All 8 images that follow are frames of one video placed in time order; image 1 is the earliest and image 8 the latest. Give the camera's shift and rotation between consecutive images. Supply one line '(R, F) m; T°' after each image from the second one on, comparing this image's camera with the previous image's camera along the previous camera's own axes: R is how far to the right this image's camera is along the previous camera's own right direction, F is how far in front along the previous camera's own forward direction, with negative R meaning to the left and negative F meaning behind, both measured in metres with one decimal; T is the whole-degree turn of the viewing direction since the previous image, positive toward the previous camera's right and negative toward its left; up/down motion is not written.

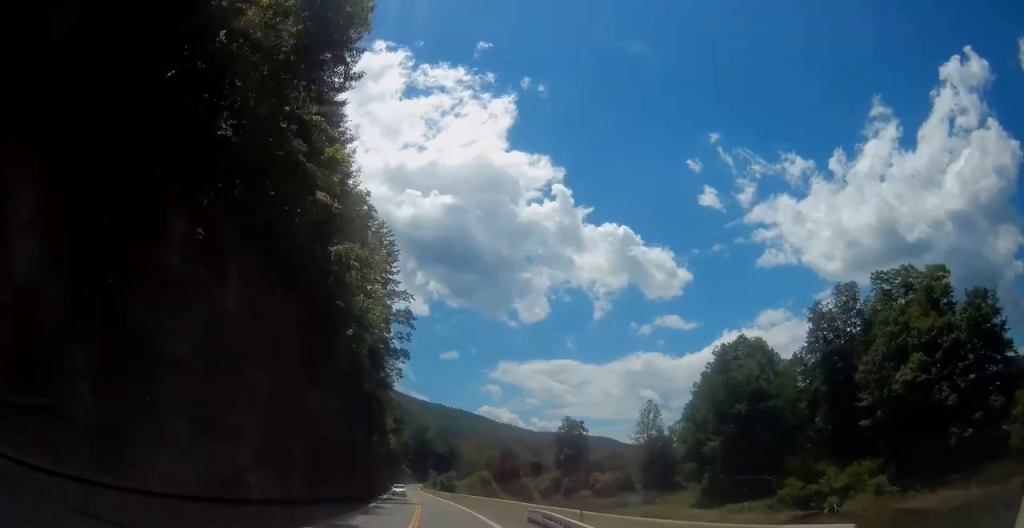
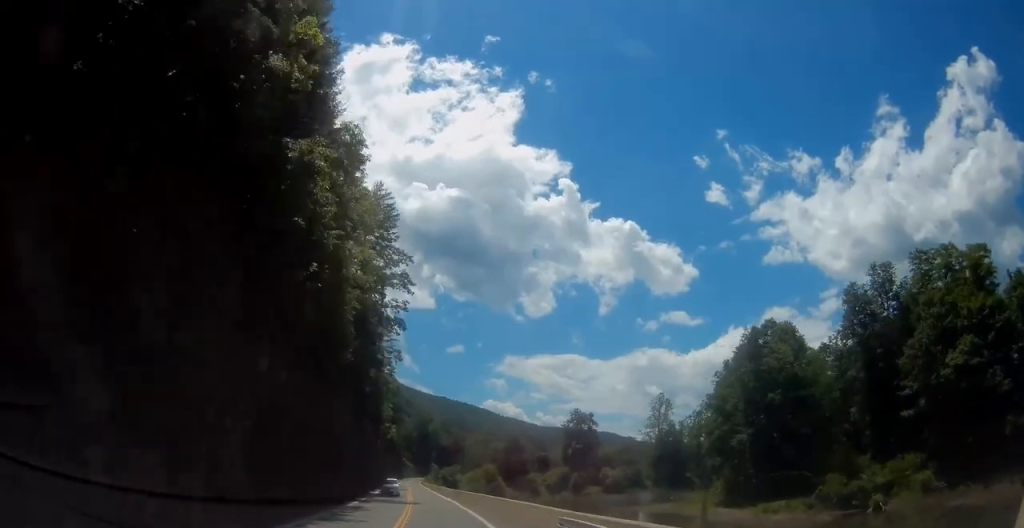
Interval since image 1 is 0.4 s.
(+0.1, +8.4) m; -1°
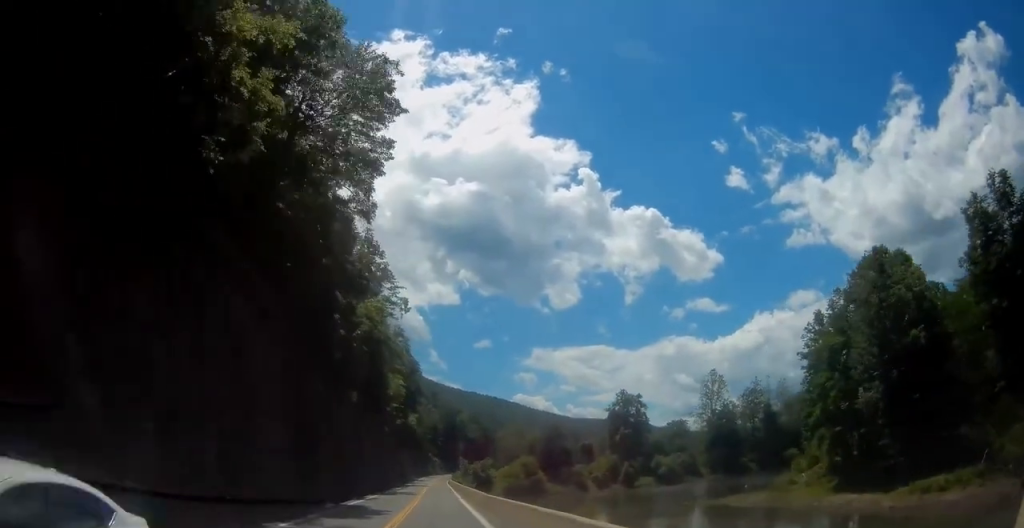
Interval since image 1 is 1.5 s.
(-0.7, +23.3) m; -3°
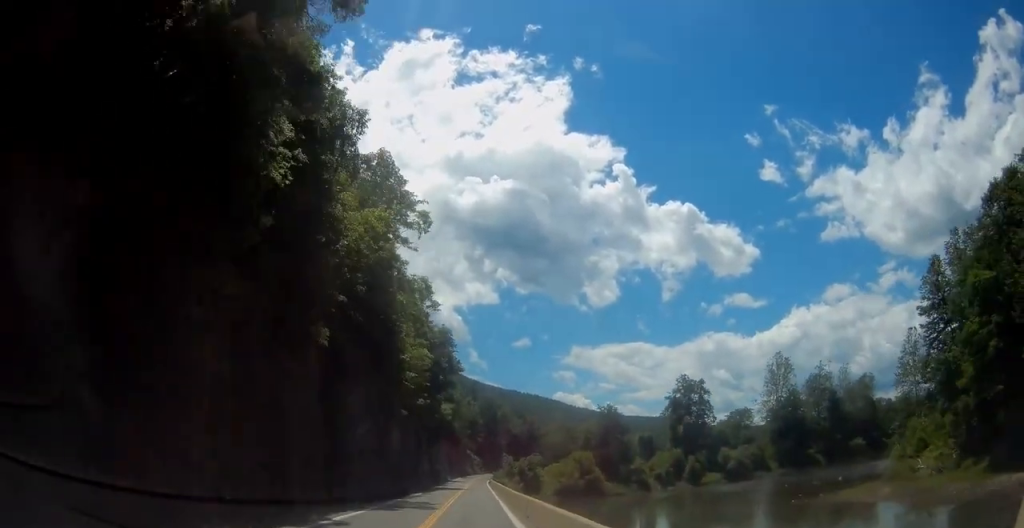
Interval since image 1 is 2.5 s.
(-0.3, +20.4) m; -2°
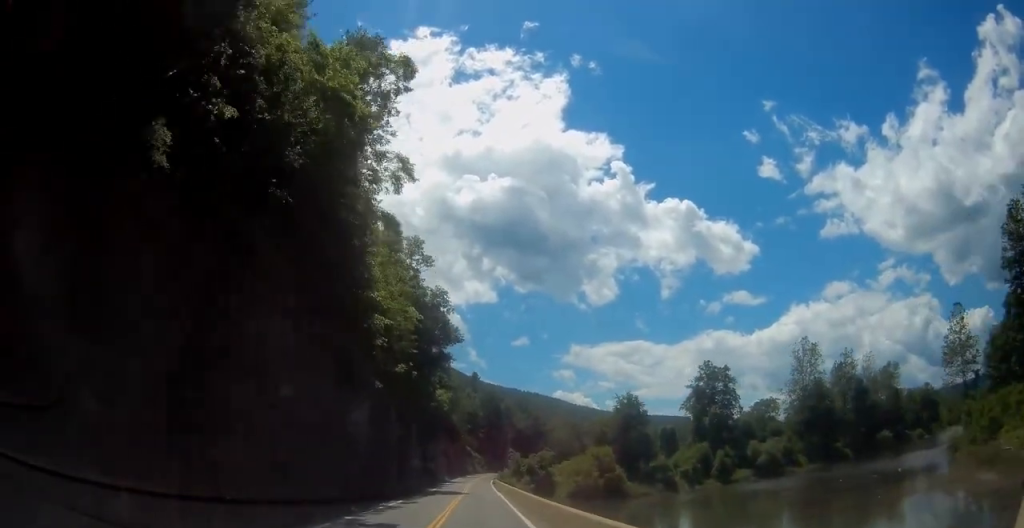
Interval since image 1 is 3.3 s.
(-0.3, +16.3) m; 0°
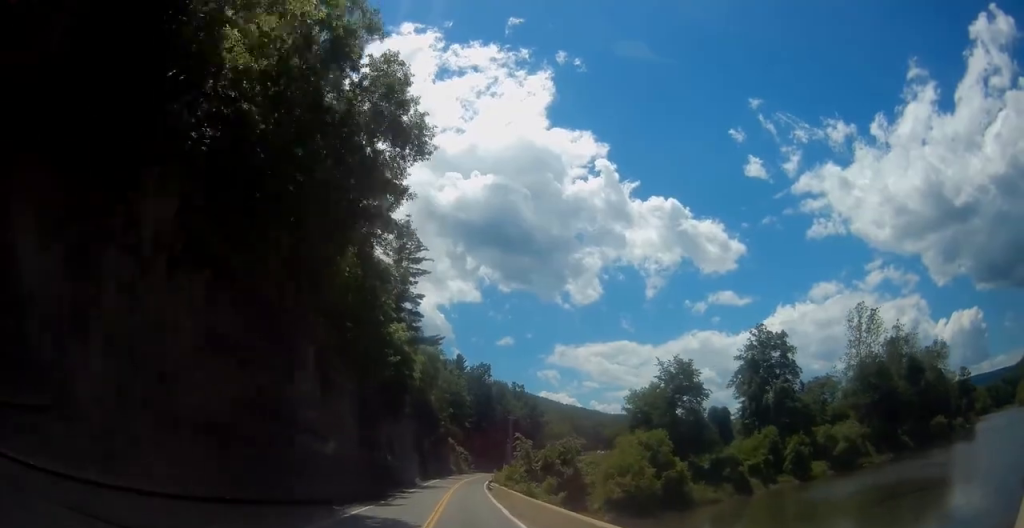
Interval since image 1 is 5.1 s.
(+0.1, +35.4) m; -1°
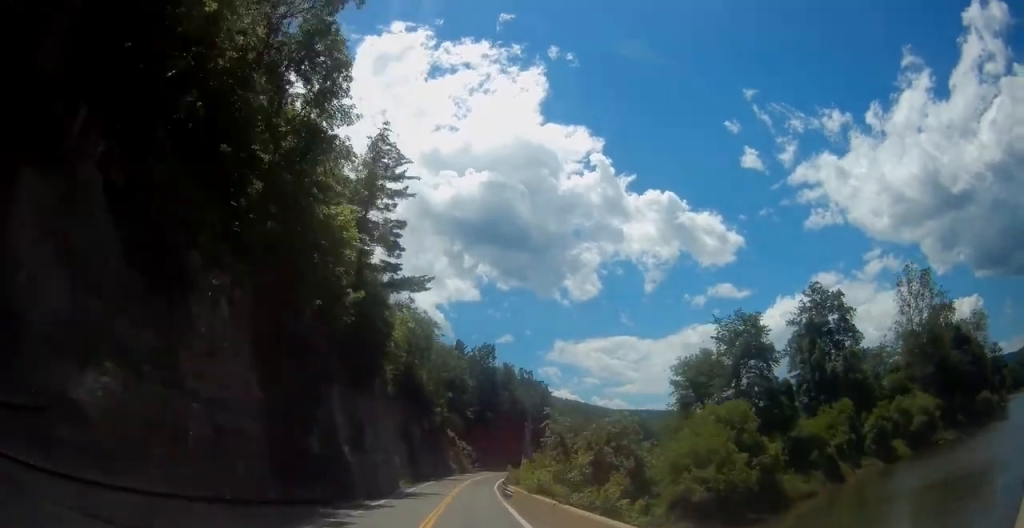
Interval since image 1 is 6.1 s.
(-0.1, +20.1) m; 0°
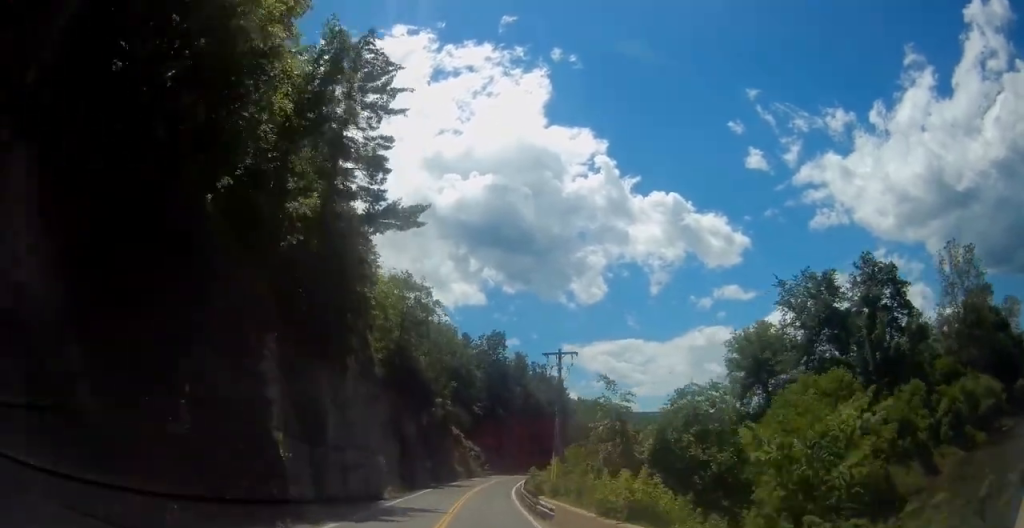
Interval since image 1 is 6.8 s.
(0.0, +13.5) m; 0°
